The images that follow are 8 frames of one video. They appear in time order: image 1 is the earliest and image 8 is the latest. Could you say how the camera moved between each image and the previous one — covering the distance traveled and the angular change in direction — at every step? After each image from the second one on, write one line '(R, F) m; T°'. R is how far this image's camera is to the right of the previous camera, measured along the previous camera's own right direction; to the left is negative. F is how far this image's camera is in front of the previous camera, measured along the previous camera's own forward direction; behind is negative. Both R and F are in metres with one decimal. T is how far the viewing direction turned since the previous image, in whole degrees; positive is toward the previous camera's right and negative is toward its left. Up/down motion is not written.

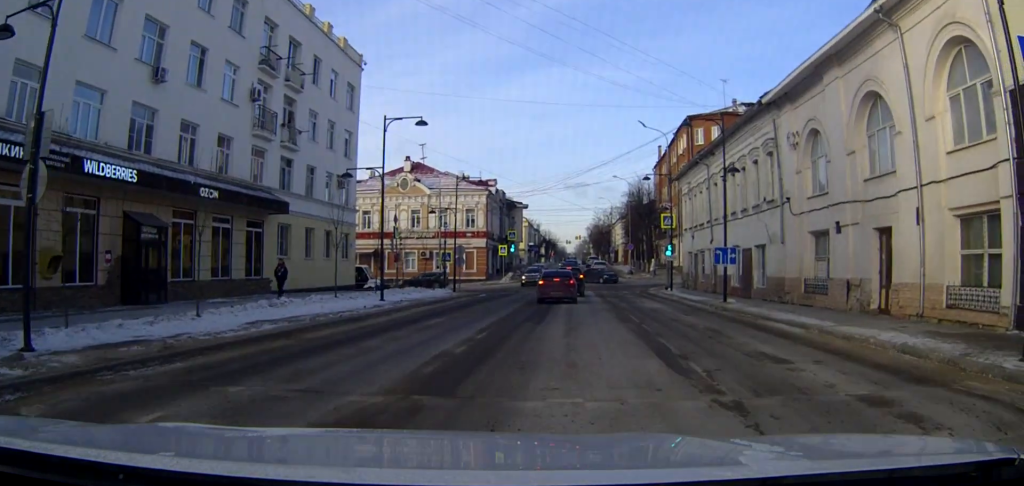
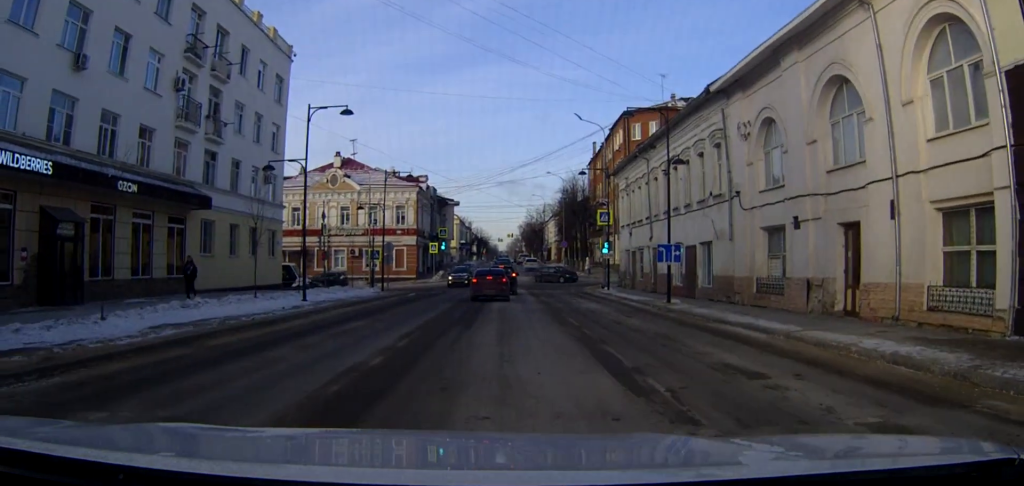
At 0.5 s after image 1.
(+0.1, +1.7) m; +4°
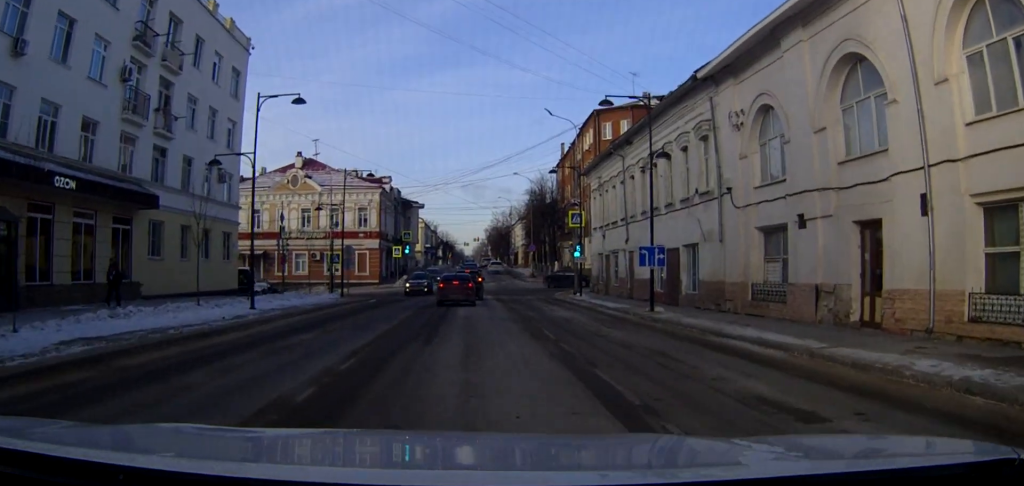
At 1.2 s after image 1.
(+0.1, +2.5) m; +3°
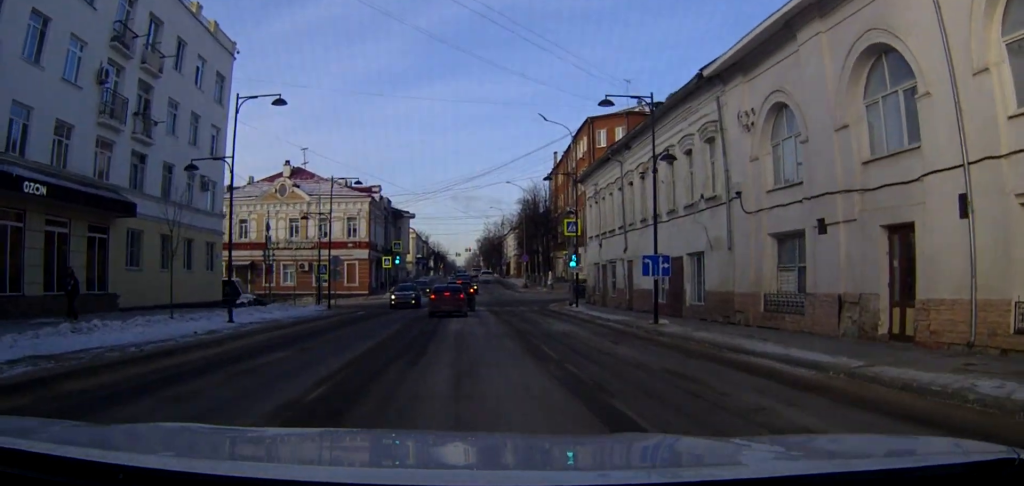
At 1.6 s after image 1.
(0.0, +1.6) m; +1°
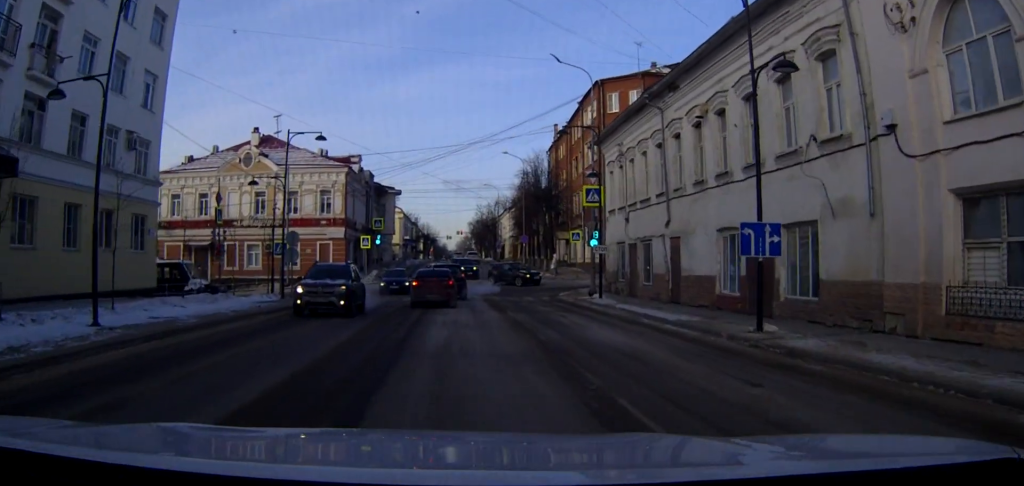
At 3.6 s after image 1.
(+0.1, +8.4) m; 0°
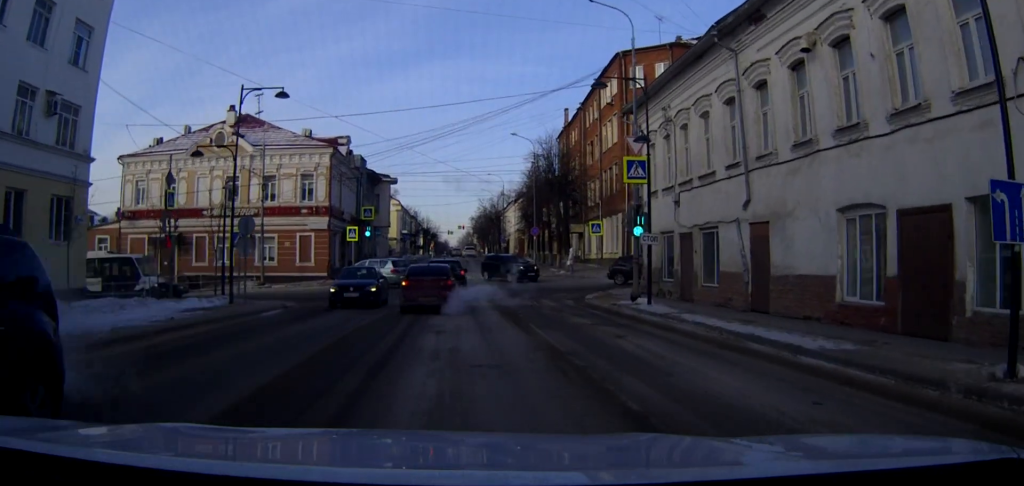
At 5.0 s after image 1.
(0.0, +6.9) m; +1°
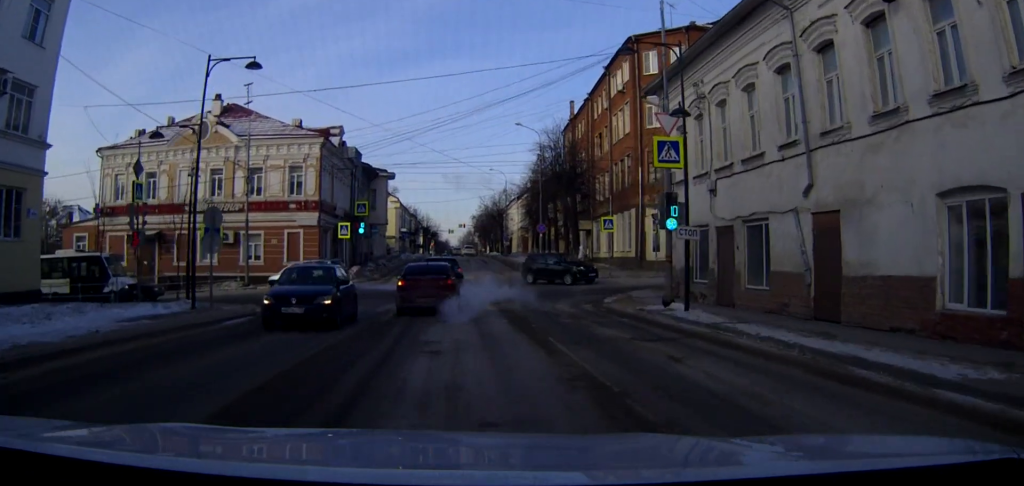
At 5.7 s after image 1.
(0.0, +3.7) m; +1°
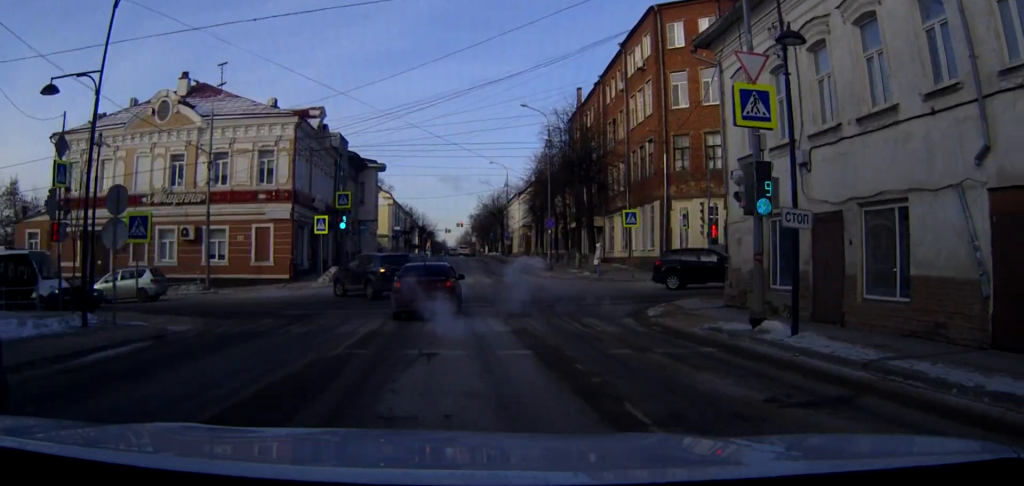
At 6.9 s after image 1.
(+0.1, +7.0) m; 0°
